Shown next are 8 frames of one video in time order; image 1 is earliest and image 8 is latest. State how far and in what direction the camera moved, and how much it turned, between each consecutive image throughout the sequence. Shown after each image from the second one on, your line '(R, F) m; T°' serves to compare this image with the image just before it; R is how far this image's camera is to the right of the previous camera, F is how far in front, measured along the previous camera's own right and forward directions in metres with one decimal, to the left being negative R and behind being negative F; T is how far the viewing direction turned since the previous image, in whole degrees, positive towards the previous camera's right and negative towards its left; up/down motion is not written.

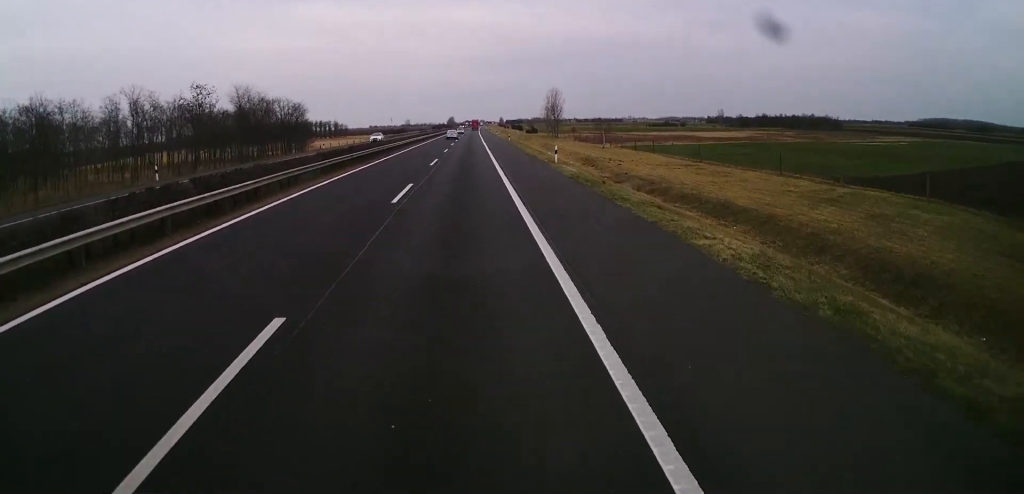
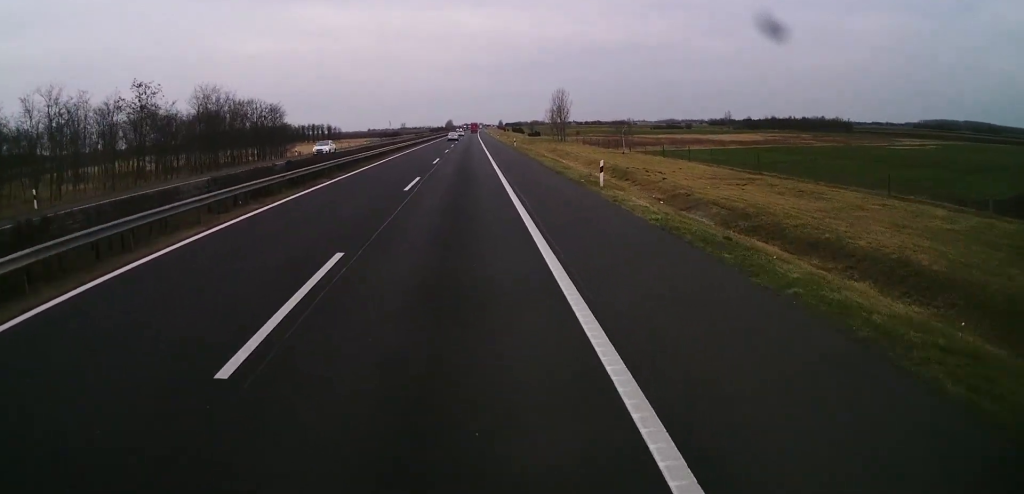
(-0.1, +13.8) m; 0°
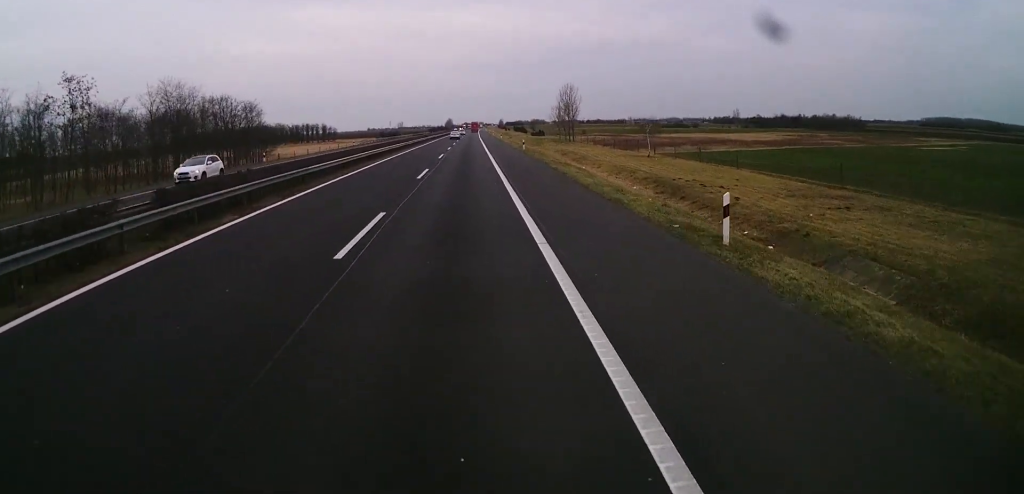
(-0.1, +12.3) m; 0°
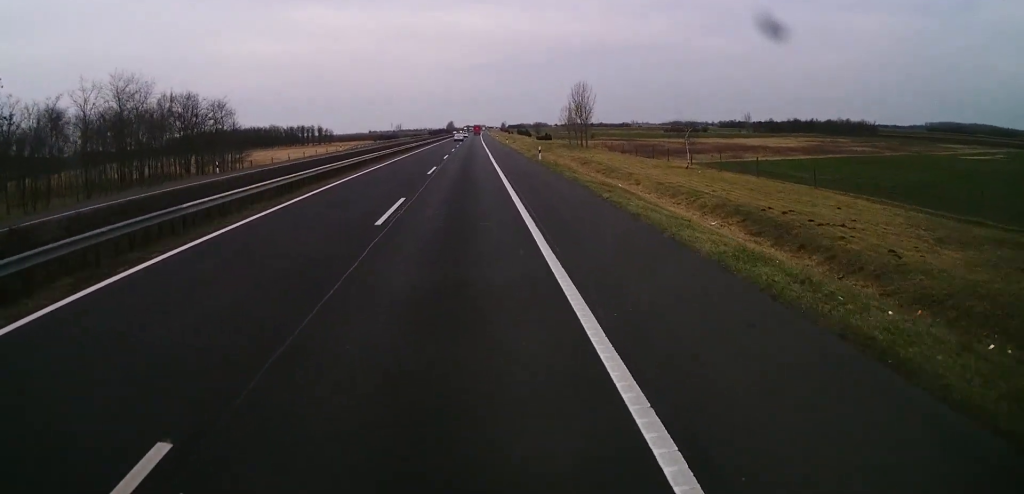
(+0.1, +13.1) m; +1°
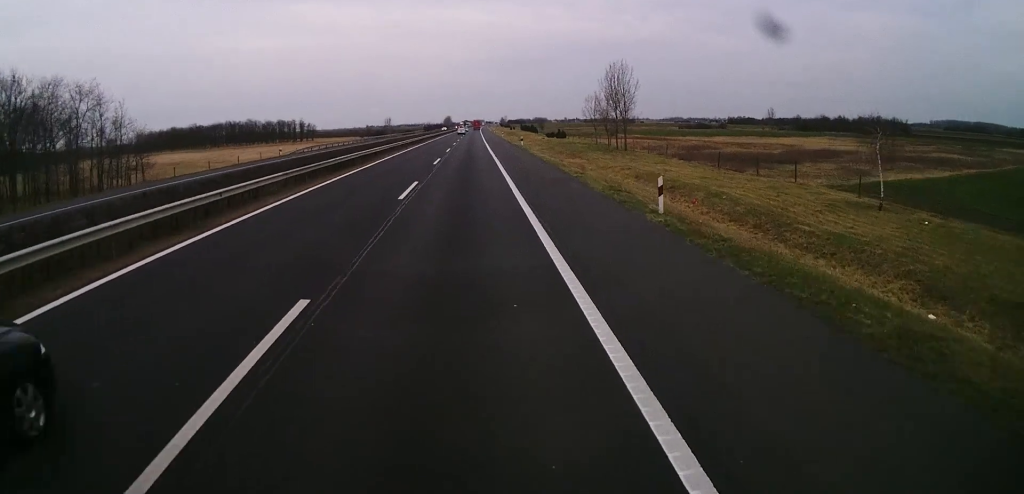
(+0.3, +31.7) m; +1°
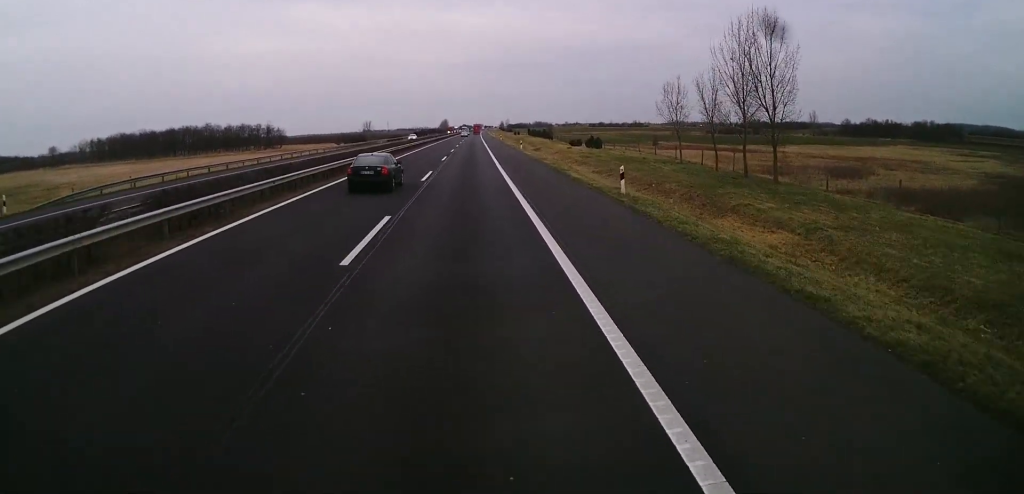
(-0.4, +45.4) m; 0°
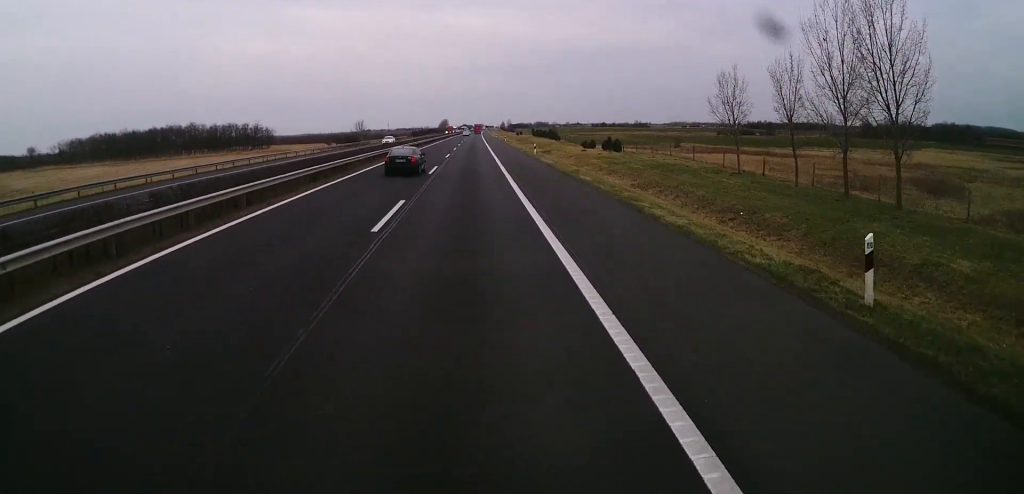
(+0.2, +14.6) m; 0°
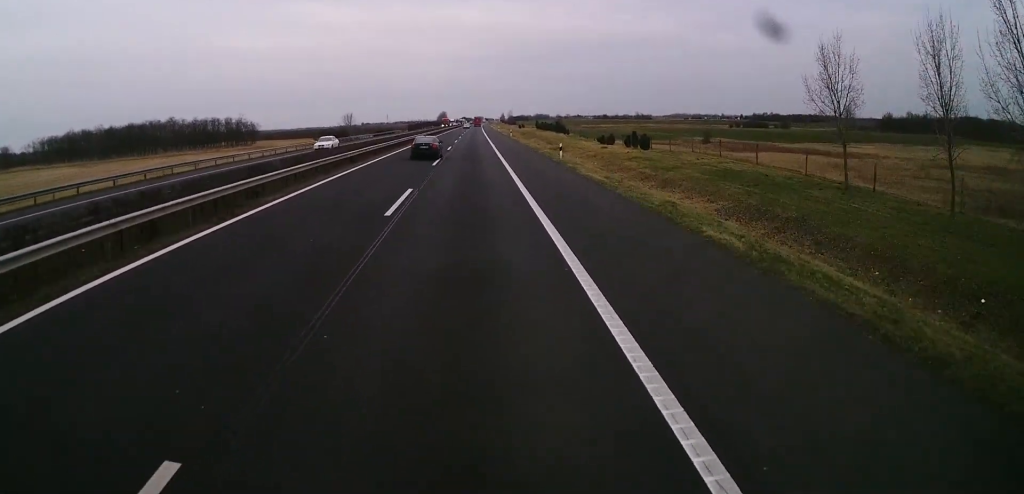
(0.0, +16.2) m; 0°
